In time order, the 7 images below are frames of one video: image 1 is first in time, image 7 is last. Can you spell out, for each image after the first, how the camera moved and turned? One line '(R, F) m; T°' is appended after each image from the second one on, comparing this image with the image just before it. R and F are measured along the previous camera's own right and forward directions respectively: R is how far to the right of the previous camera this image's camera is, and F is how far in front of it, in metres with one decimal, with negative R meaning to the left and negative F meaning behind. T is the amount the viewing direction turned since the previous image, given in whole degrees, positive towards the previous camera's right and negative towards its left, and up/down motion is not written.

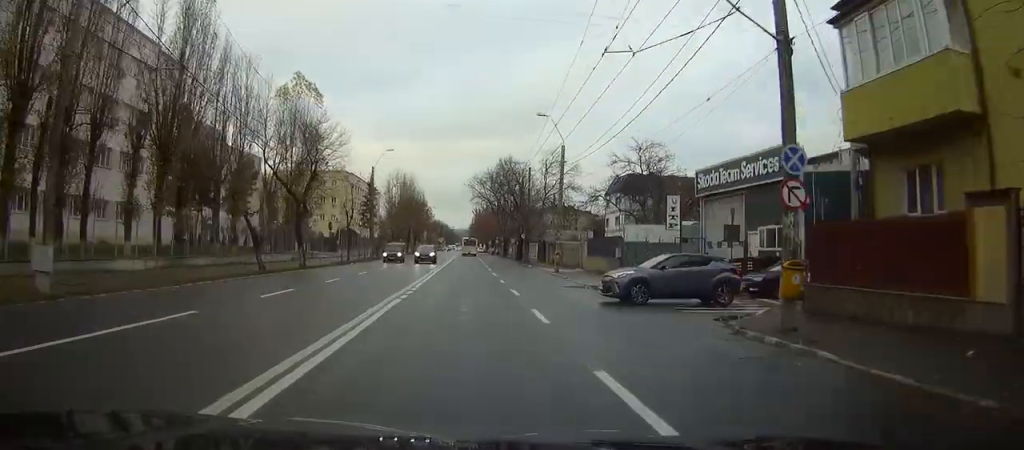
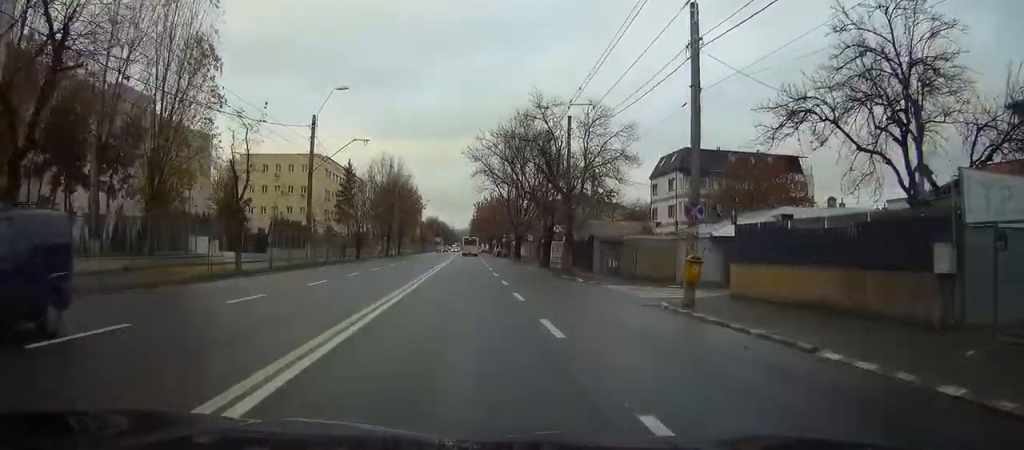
(+0.1, +29.3) m; 0°
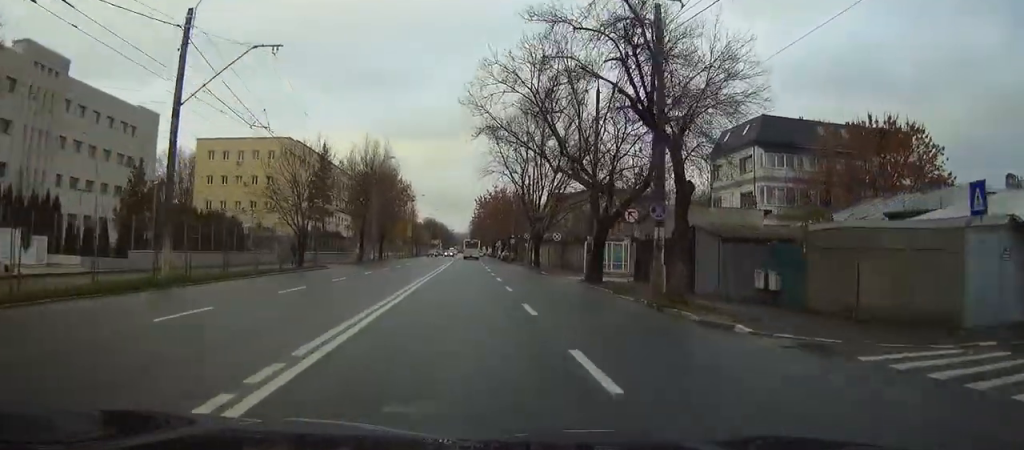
(+0.1, +22.4) m; 0°
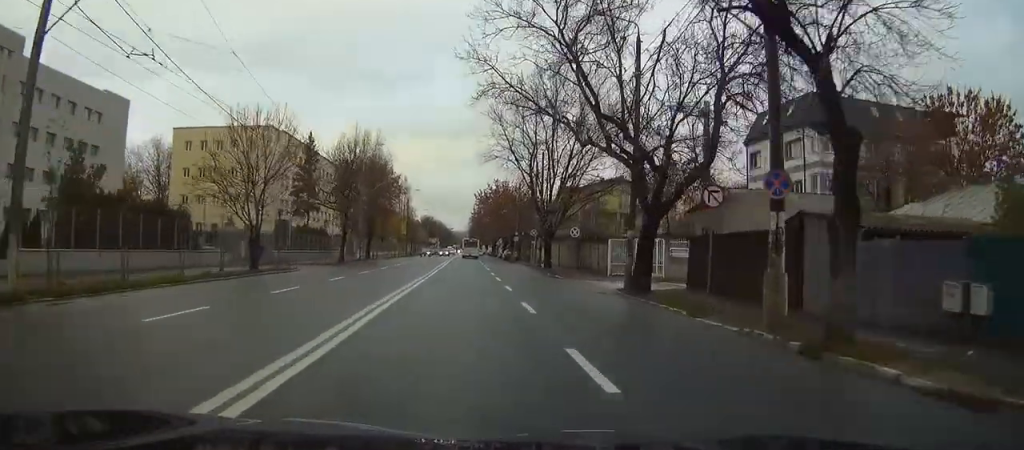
(0.0, +9.3) m; 0°
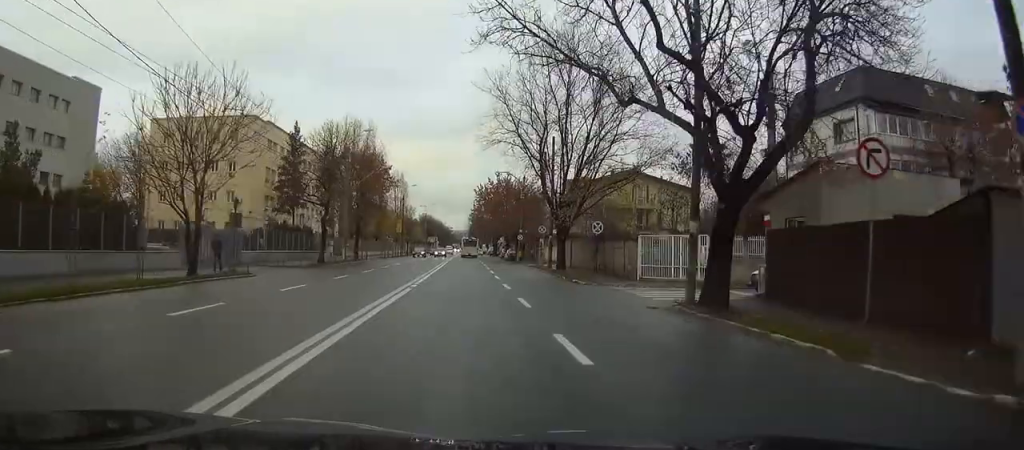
(0.0, +7.8) m; 0°
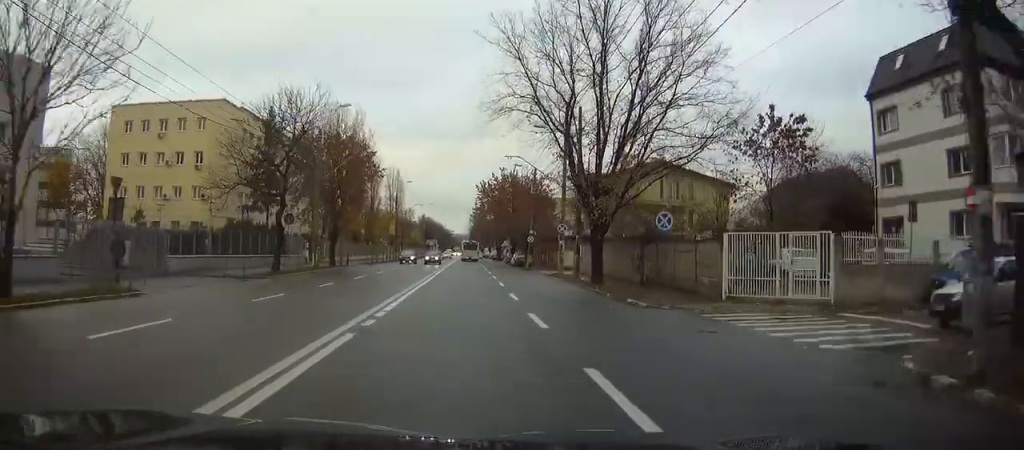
(-0.1, +11.9) m; 0°
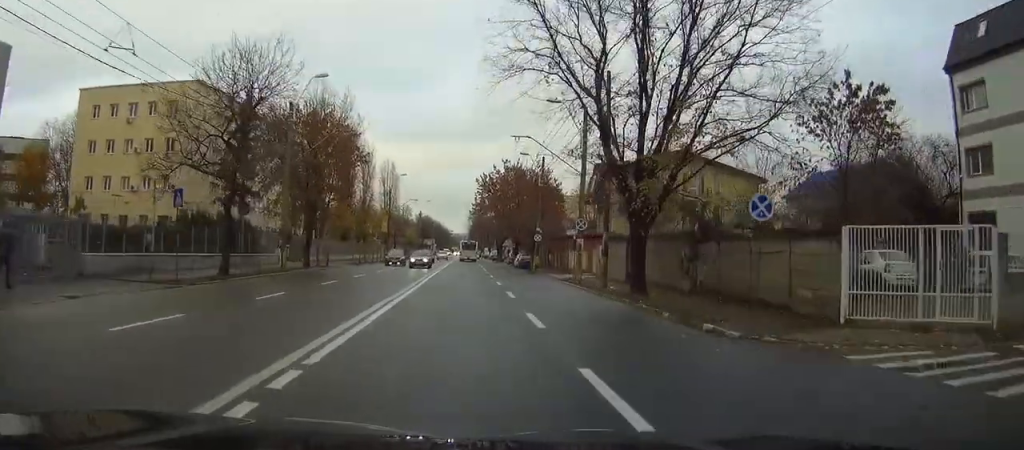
(0.0, +8.1) m; 0°
